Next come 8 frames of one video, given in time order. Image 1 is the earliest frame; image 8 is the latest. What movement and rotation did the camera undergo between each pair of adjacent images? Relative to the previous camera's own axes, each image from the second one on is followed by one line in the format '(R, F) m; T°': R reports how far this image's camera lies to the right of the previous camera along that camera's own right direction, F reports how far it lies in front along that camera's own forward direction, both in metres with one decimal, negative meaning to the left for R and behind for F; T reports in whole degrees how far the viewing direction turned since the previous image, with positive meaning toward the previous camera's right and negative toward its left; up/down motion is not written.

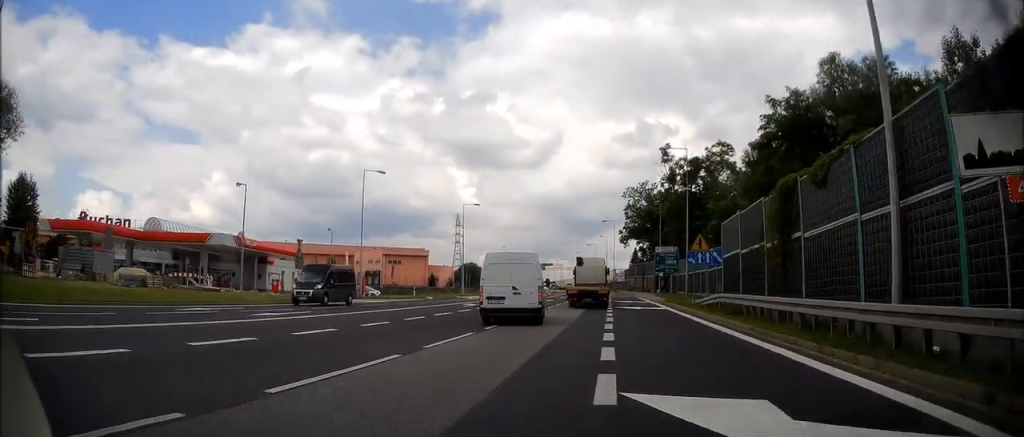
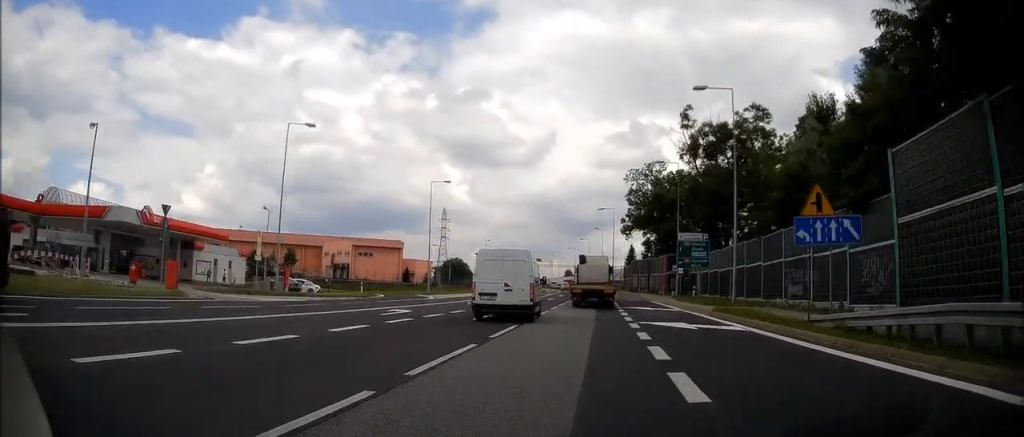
(+0.3, +15.6) m; +2°
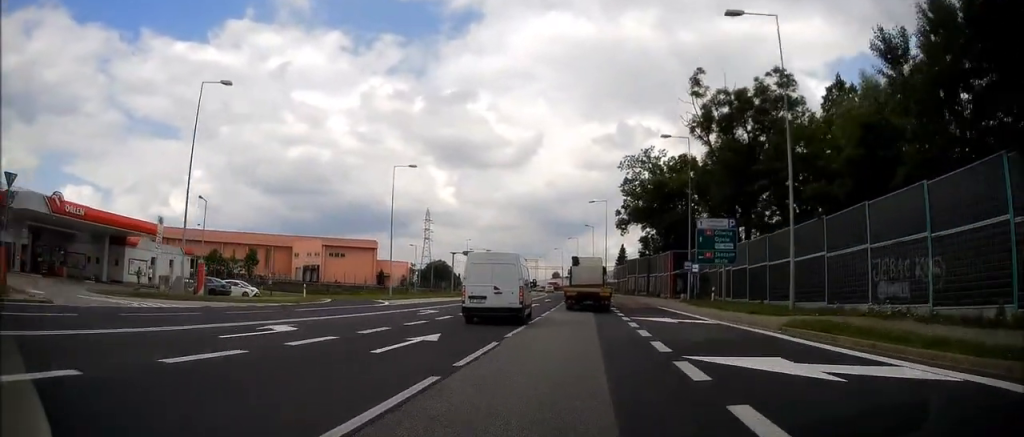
(0.0, +10.0) m; +1°
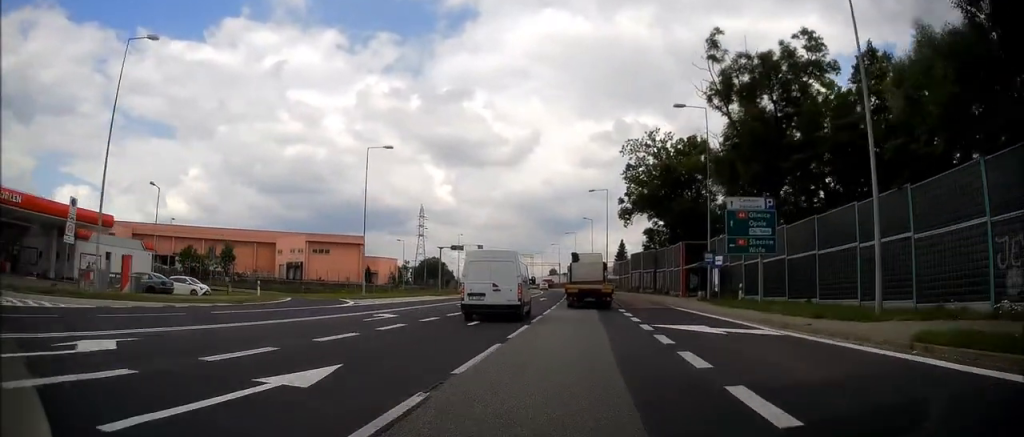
(+0.1, +7.0) m; 0°
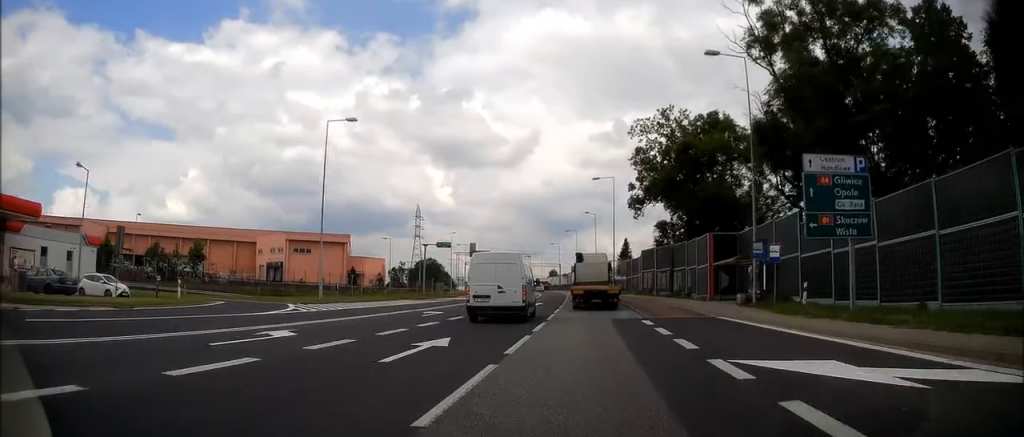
(+0.2, +9.0) m; -1°
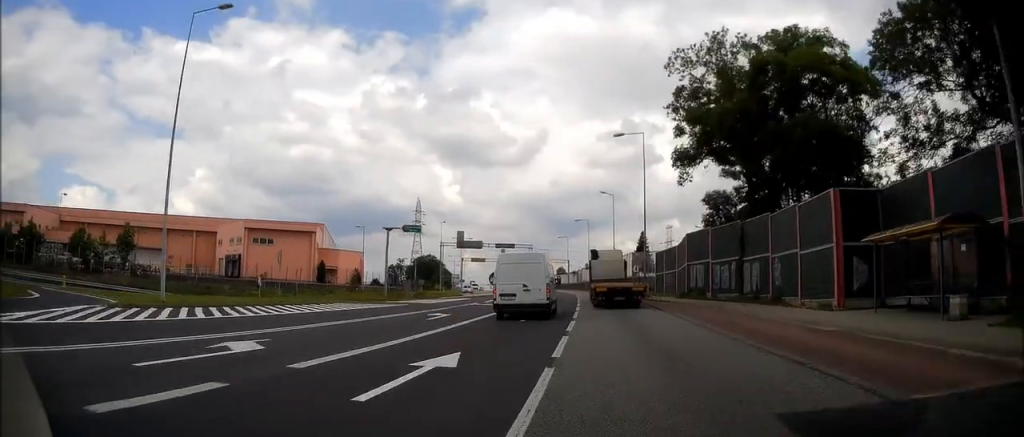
(-0.5, +18.2) m; -1°
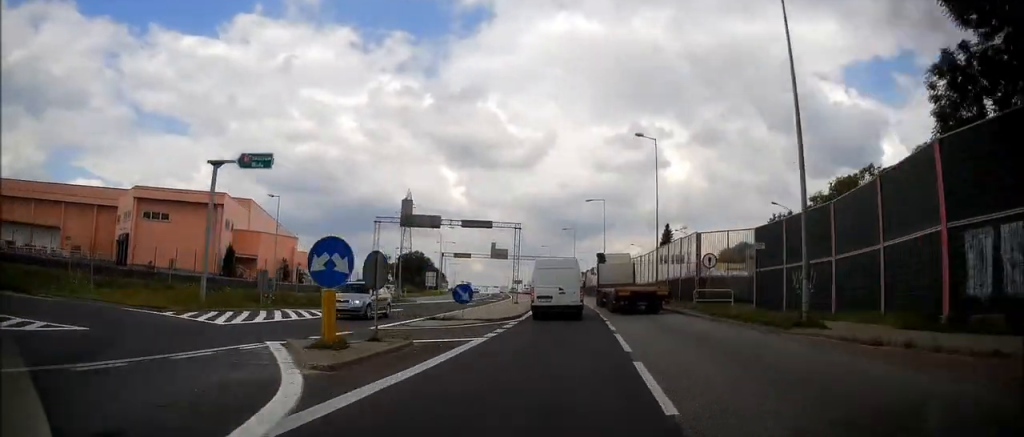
(+0.6, +28.7) m; +1°
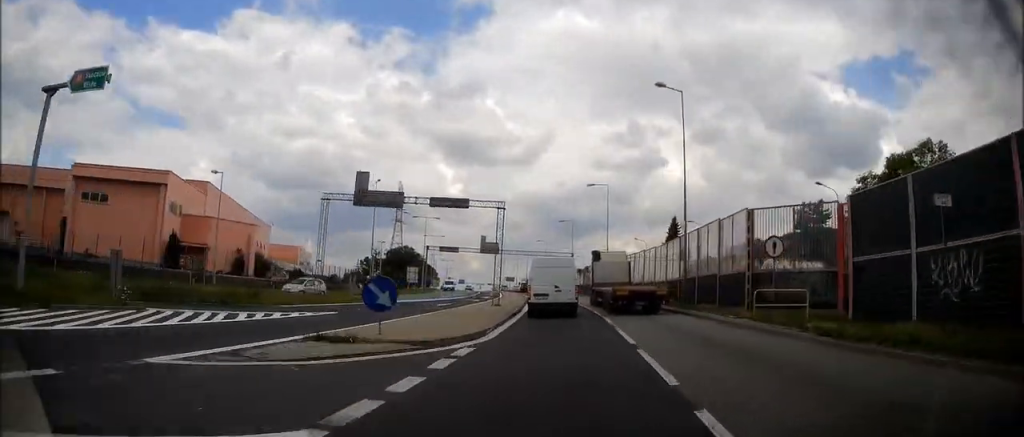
(-0.1, +10.5) m; -1°
